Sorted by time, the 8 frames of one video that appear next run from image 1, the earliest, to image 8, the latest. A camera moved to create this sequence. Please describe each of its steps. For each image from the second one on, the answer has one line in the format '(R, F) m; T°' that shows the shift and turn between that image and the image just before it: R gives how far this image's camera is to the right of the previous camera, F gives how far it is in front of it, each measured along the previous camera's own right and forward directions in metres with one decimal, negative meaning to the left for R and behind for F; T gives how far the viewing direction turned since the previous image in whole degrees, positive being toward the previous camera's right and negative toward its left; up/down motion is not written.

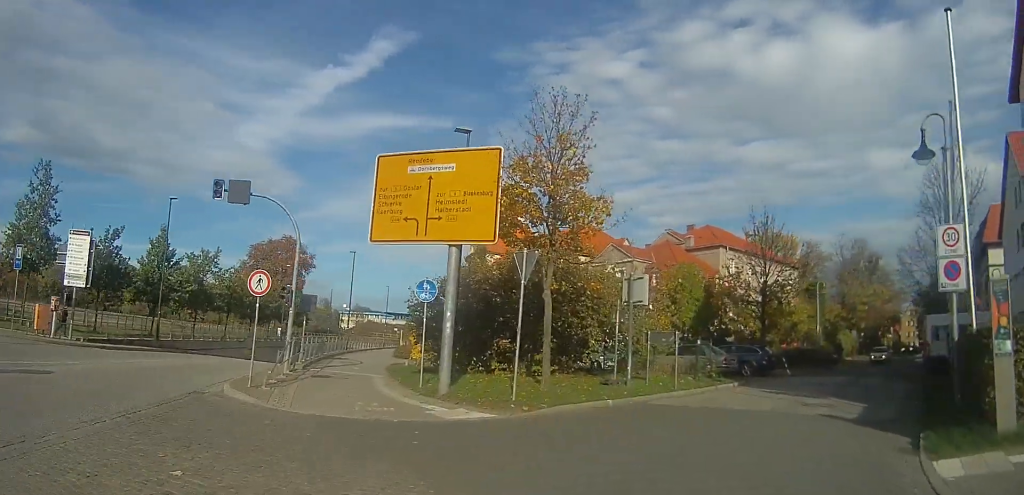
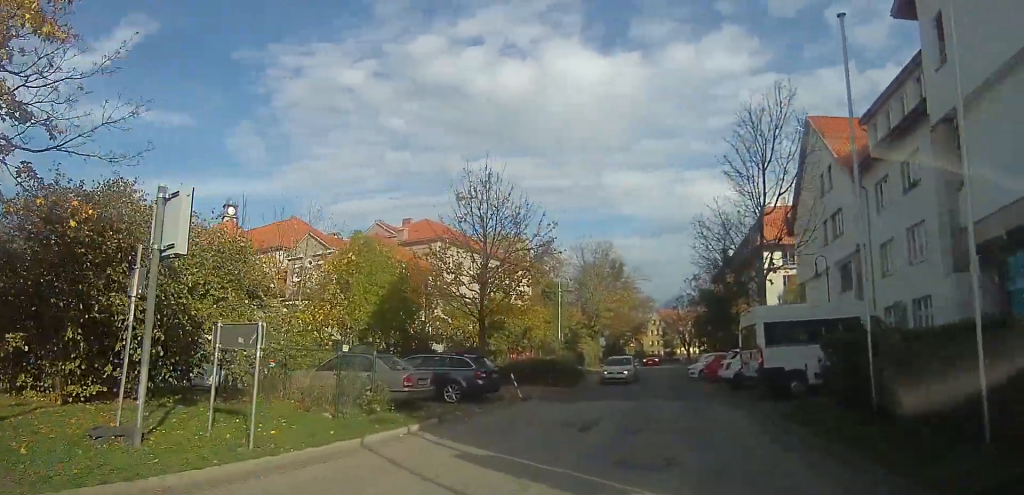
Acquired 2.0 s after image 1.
(+2.8, +8.4) m; +28°
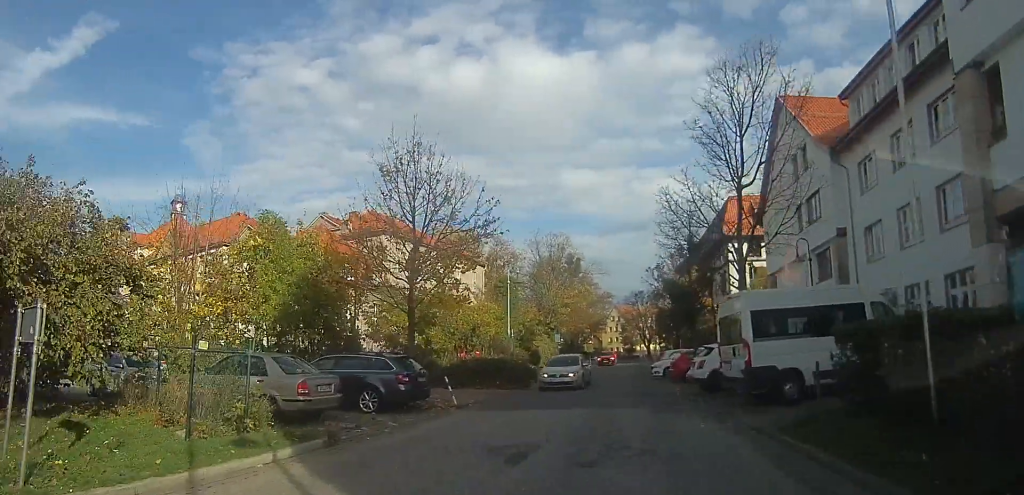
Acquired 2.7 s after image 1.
(0.0, +2.7) m; +1°
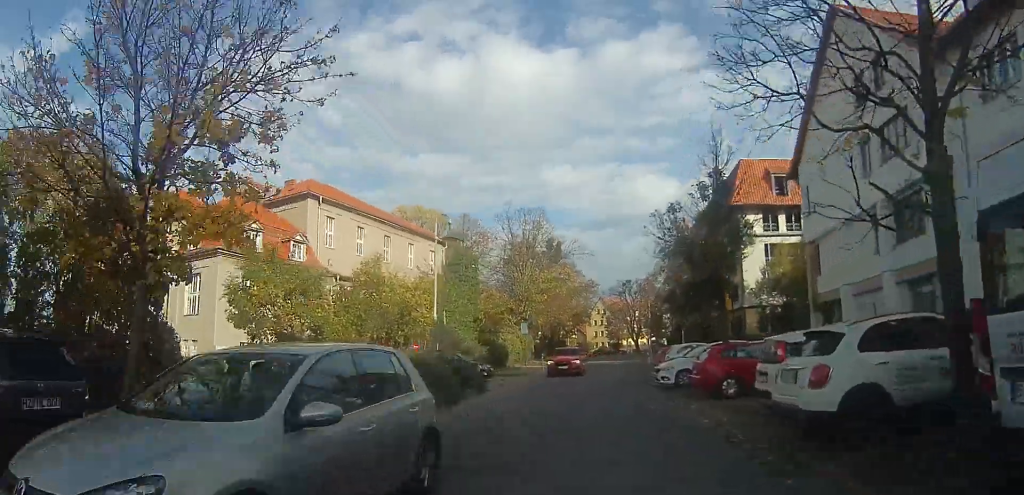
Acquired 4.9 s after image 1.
(0.0, +9.4) m; +1°
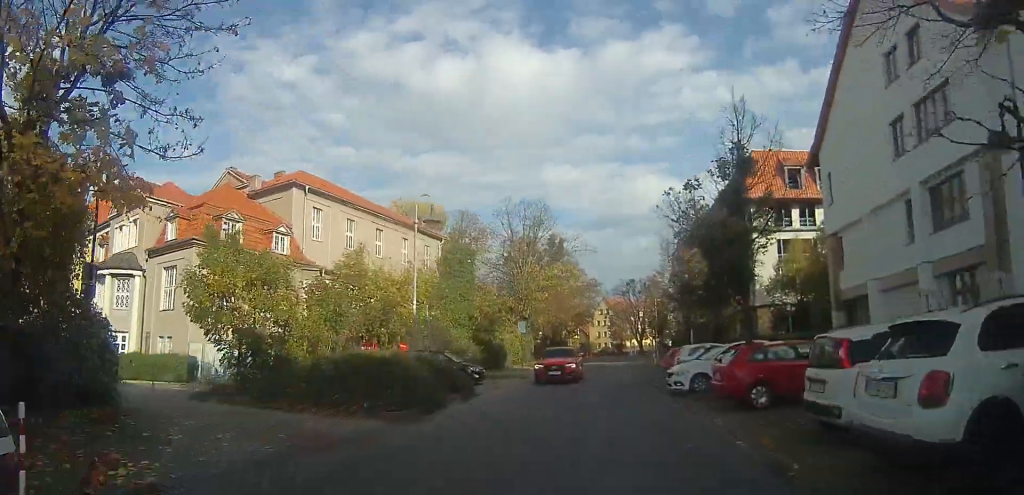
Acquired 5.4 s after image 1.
(0.0, +2.2) m; +1°
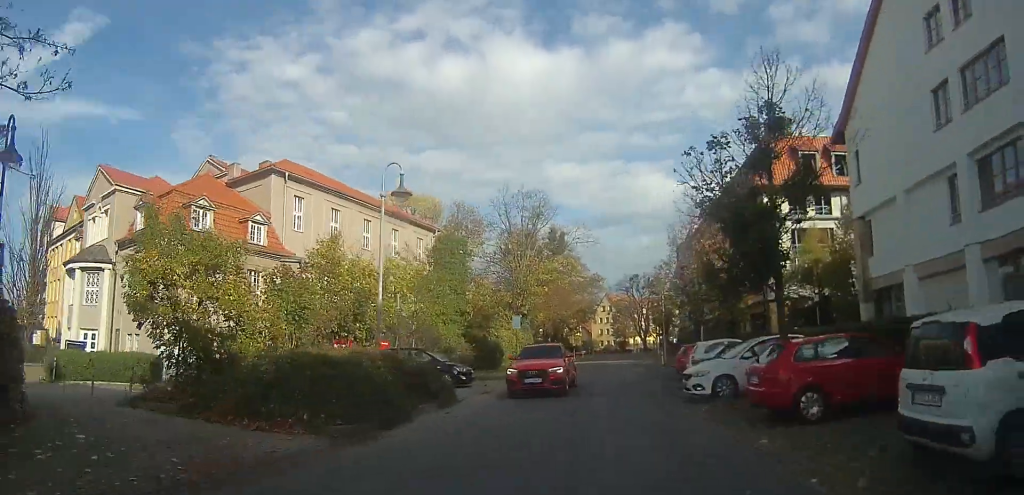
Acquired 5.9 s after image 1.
(0.0, +2.5) m; 0°
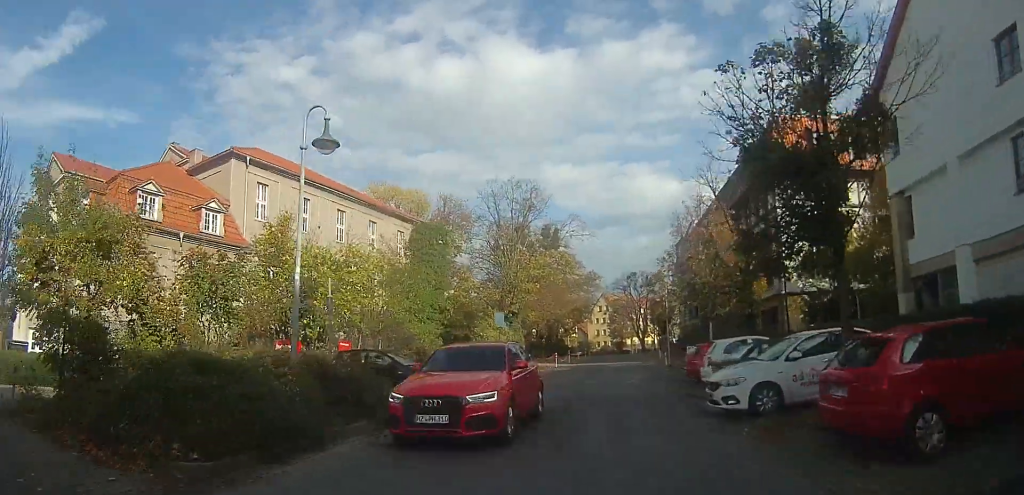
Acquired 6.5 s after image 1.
(0.0, +3.3) m; 0°
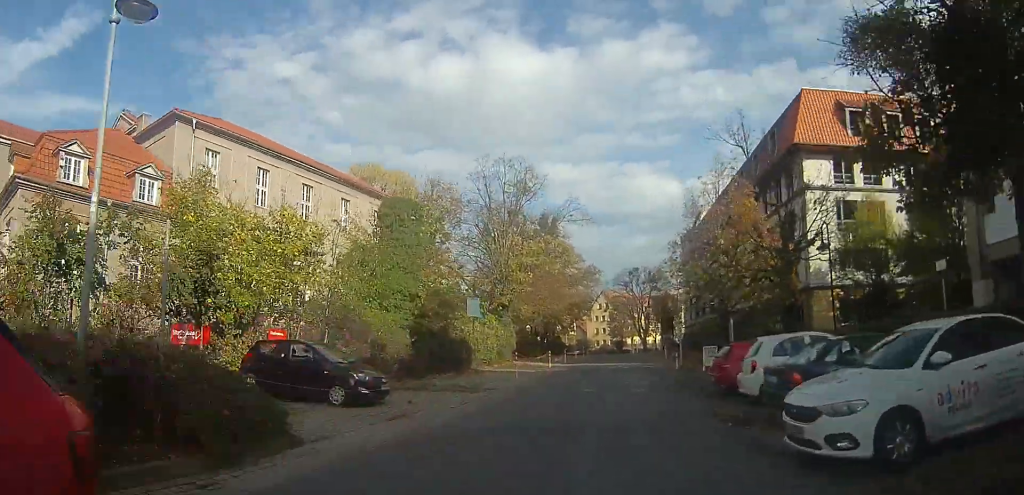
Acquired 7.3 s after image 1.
(0.0, +4.3) m; 0°
